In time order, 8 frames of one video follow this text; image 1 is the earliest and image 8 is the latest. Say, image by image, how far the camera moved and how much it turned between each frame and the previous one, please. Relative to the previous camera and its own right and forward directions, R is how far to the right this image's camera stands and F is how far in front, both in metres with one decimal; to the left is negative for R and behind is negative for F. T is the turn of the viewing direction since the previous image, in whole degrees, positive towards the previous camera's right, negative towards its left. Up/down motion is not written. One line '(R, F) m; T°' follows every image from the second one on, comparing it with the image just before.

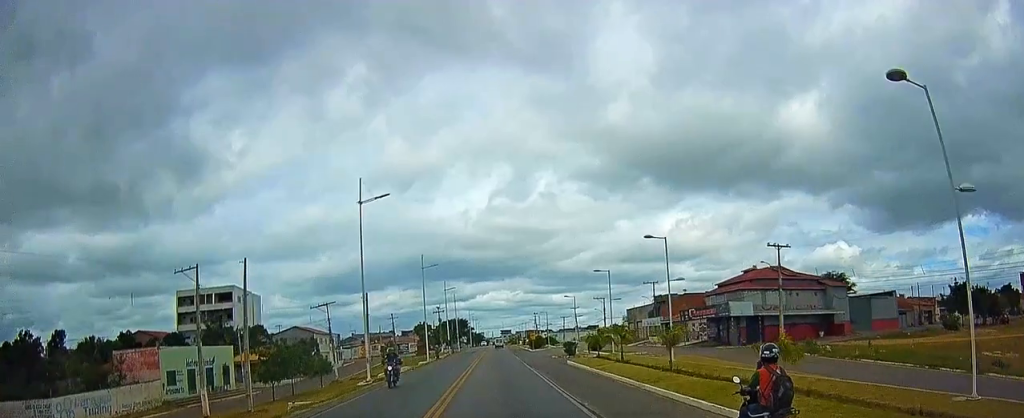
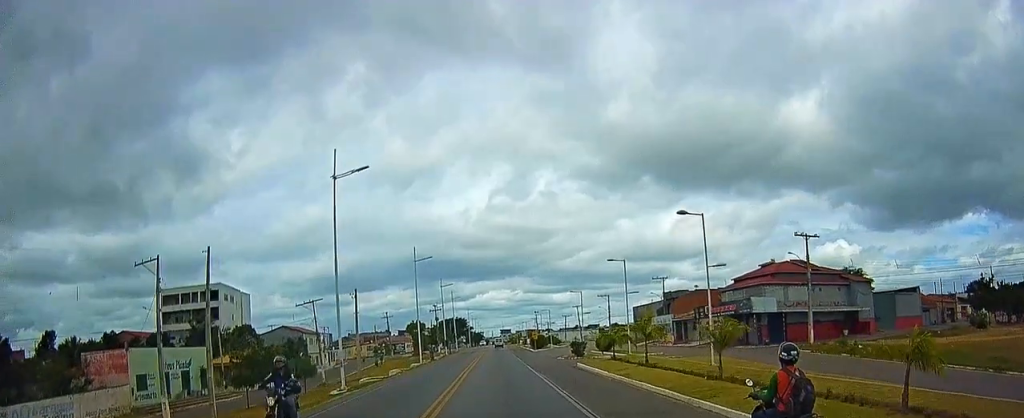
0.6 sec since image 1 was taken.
(-0.1, +5.1) m; 0°
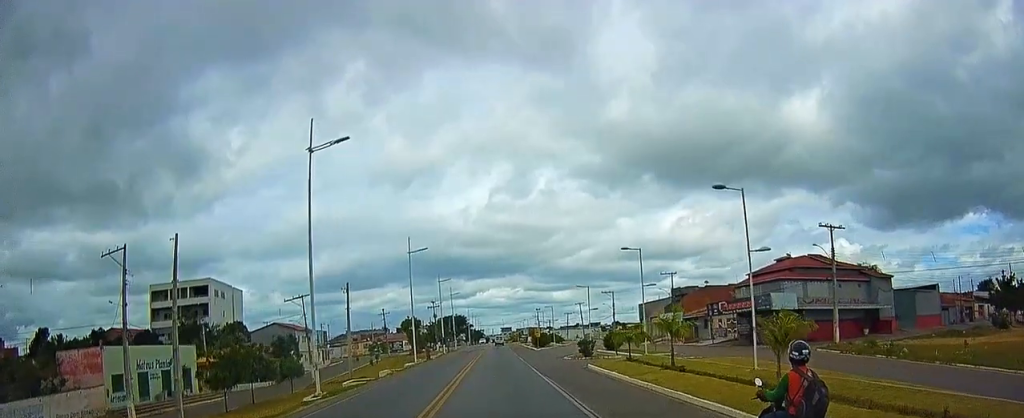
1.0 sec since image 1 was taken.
(+0.3, +3.8) m; 0°
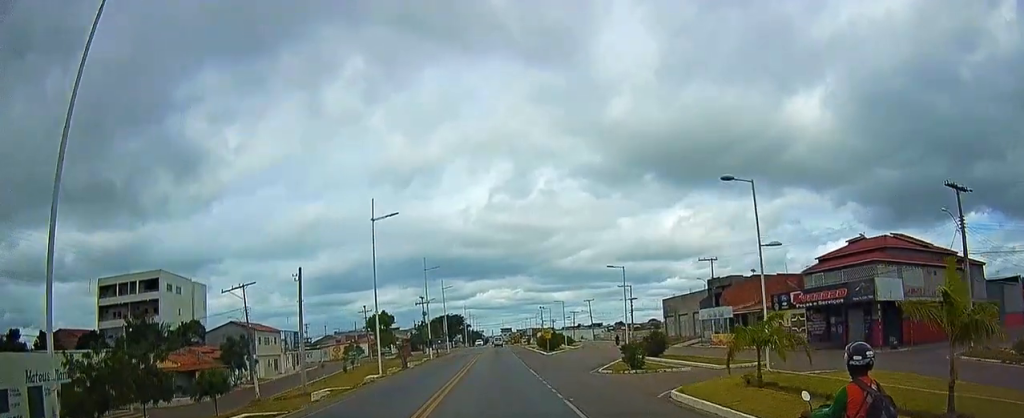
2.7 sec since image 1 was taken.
(-0.6, +15.1) m; -3°
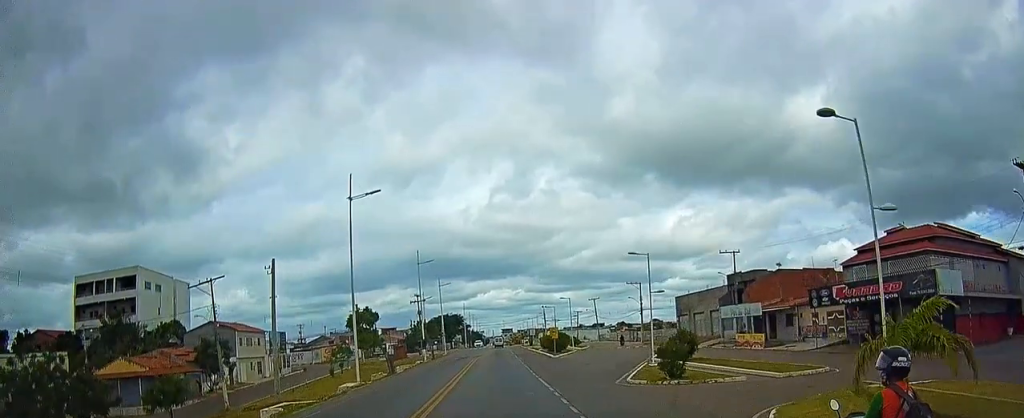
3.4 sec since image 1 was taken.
(+0.1, +6.3) m; +1°
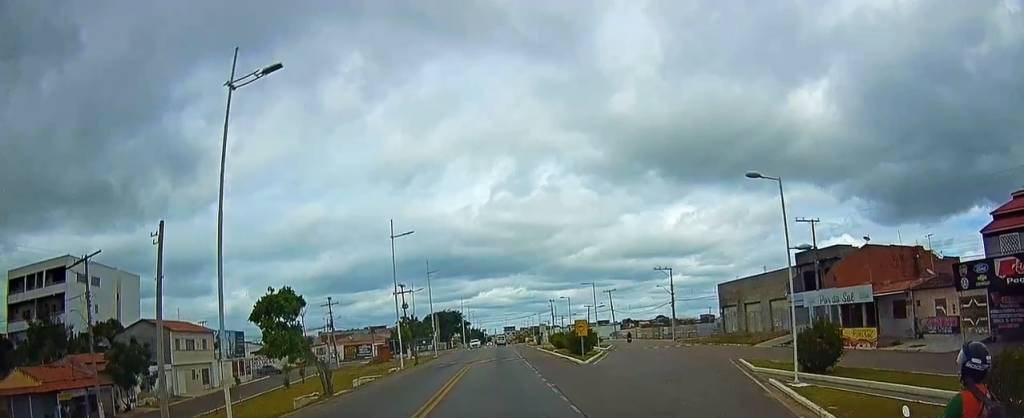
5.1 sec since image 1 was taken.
(0.0, +15.9) m; 0°
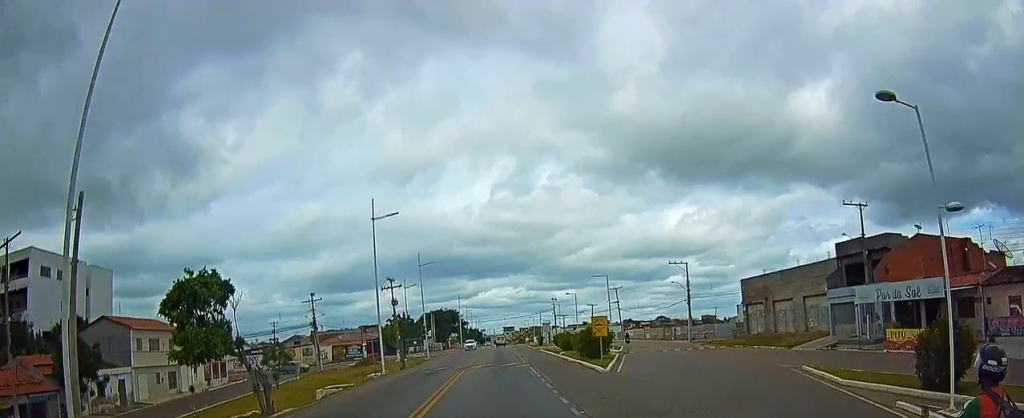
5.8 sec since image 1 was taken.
(0.0, +7.1) m; +1°
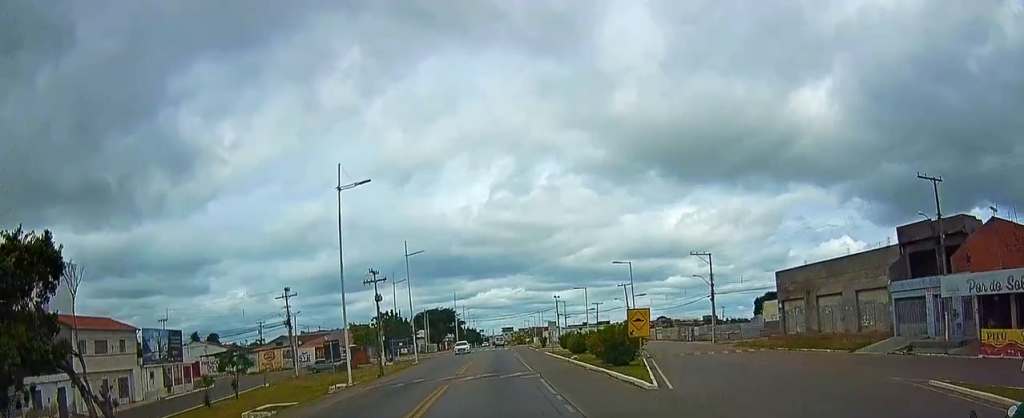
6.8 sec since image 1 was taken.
(+0.1, +8.7) m; +1°
